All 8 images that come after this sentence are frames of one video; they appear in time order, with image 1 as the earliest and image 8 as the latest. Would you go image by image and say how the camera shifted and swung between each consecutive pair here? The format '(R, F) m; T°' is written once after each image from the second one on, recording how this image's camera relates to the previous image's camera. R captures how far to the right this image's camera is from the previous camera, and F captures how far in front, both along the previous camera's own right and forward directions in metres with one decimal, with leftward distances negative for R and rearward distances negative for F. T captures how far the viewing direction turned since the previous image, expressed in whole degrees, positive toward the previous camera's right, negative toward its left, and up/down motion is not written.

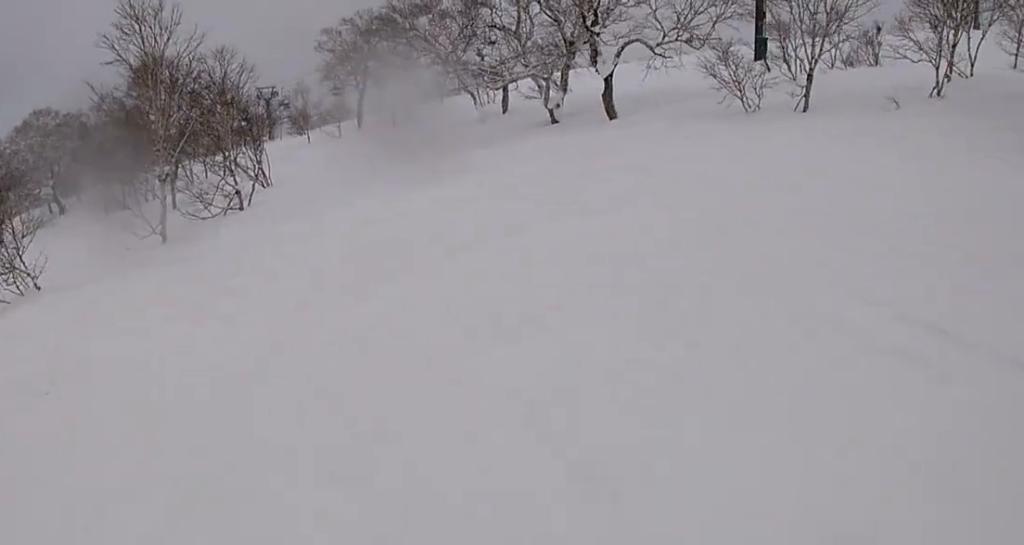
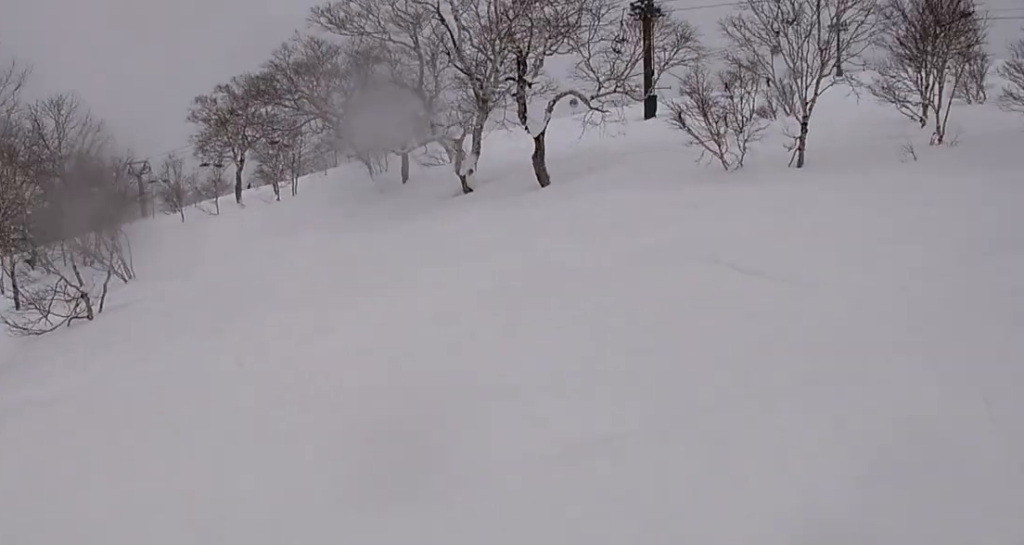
(+0.4, +3.8) m; +18°
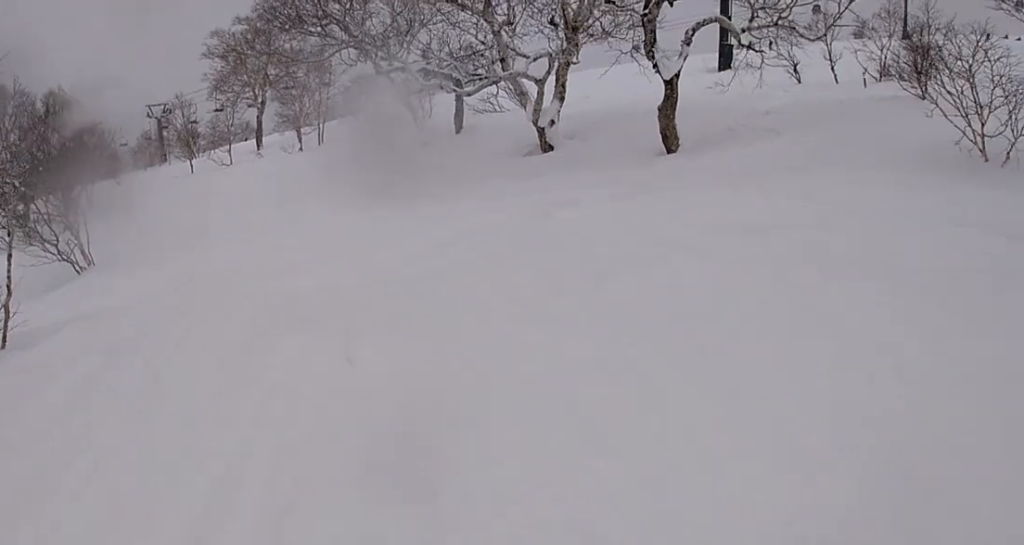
(+1.2, +4.9) m; +7°
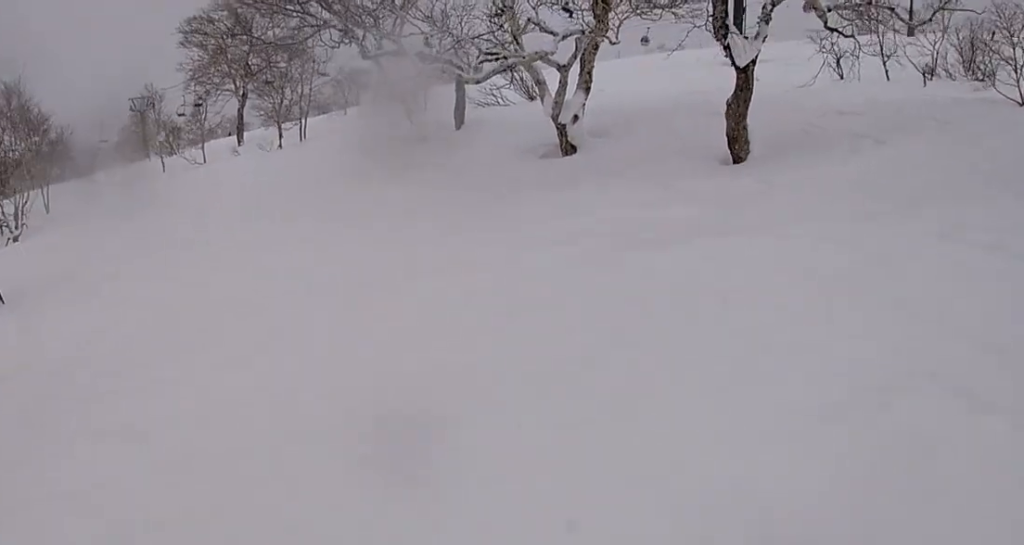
(-0.1, +2.9) m; 0°
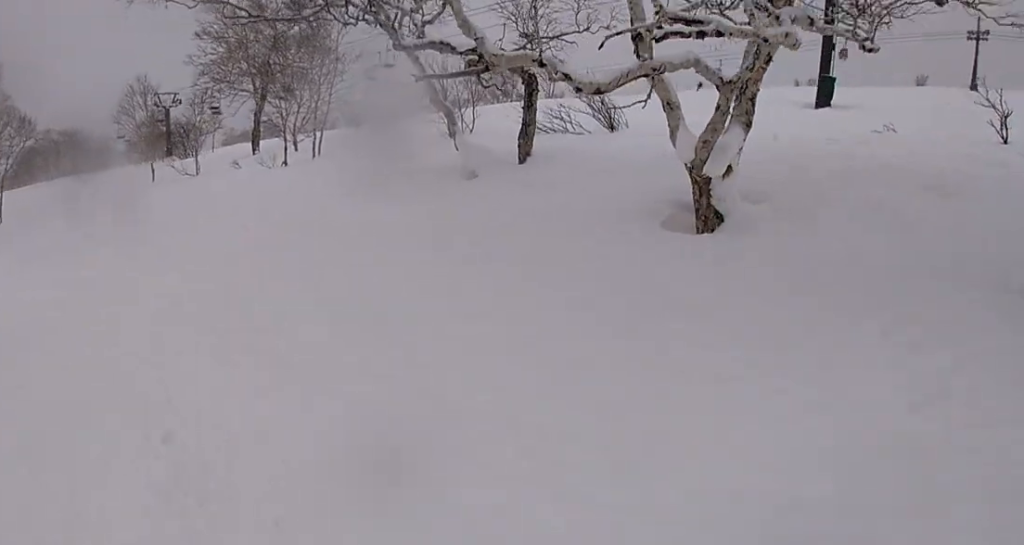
(-0.3, +5.6) m; 0°
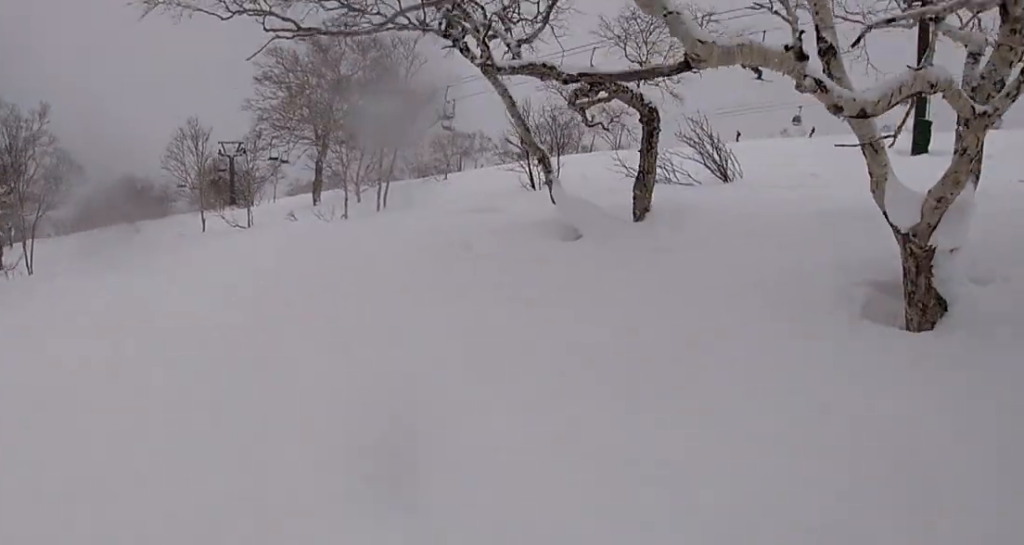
(+0.7, +2.6) m; 0°
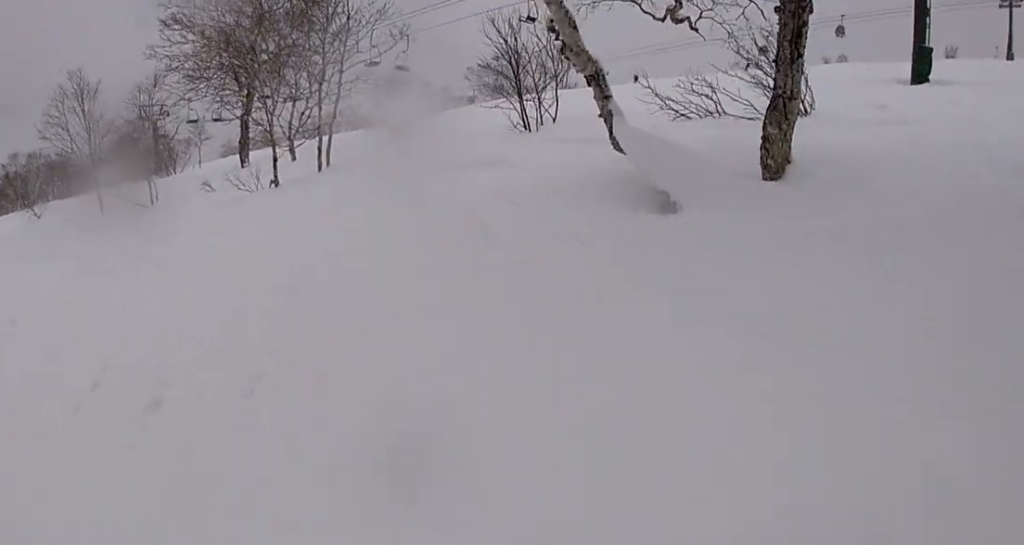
(-1.1, +4.0) m; -13°
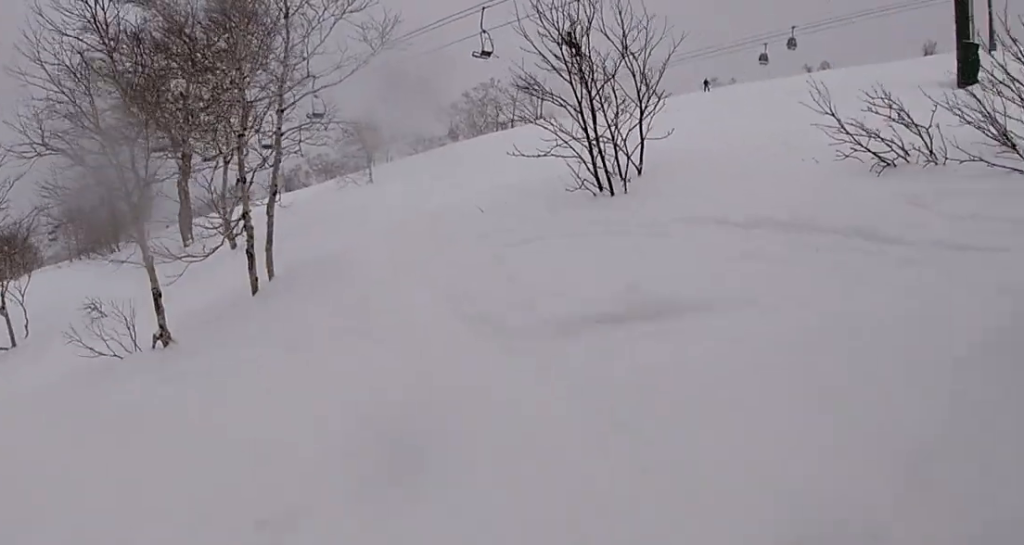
(-0.3, +5.7) m; +12°
